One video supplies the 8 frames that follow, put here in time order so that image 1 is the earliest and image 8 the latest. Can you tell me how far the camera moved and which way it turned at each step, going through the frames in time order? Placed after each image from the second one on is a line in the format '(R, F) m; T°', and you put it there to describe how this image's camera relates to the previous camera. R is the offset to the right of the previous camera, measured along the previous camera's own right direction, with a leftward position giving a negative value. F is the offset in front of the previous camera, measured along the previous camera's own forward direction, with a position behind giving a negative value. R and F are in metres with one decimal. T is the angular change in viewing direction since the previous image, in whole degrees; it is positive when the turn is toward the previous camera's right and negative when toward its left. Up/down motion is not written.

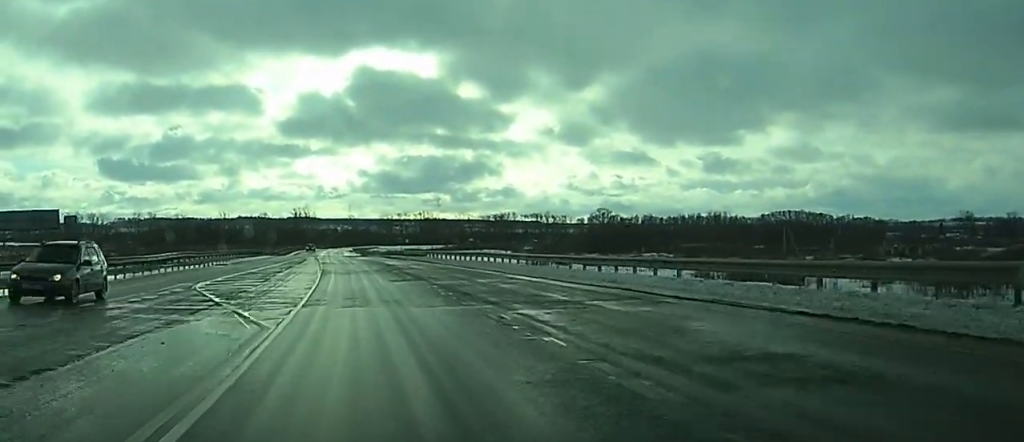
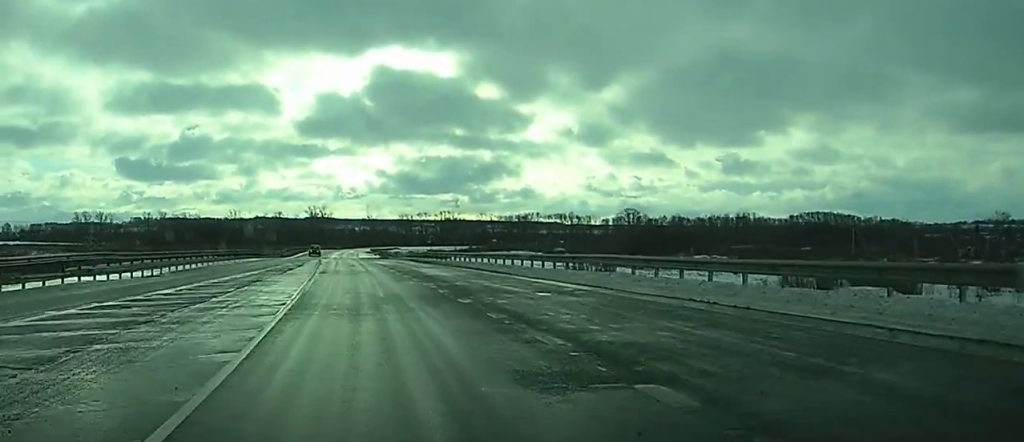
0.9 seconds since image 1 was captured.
(-0.1, +25.1) m; -1°
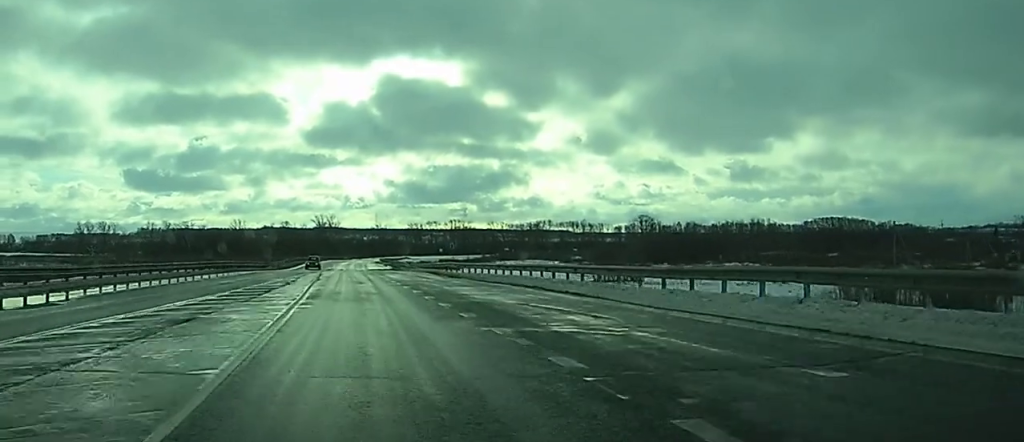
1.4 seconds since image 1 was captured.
(-0.1, +13.4) m; 0°
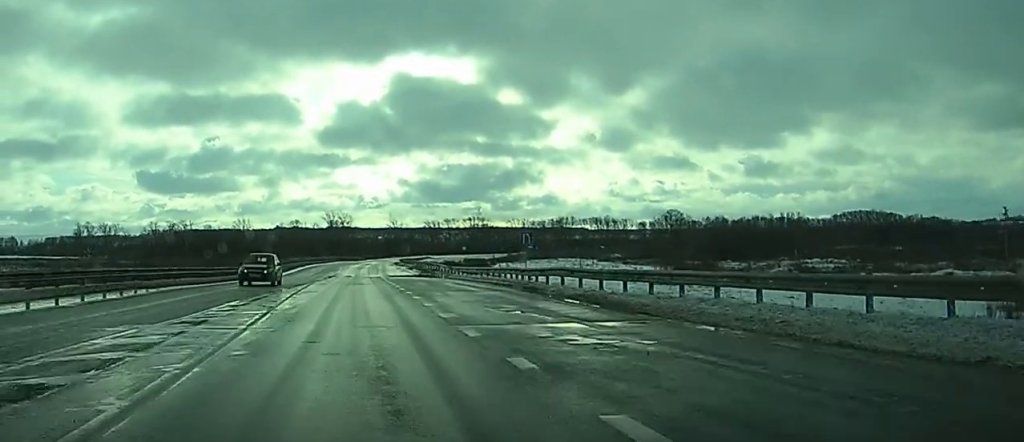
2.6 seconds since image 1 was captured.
(-0.2, +32.2) m; 0°
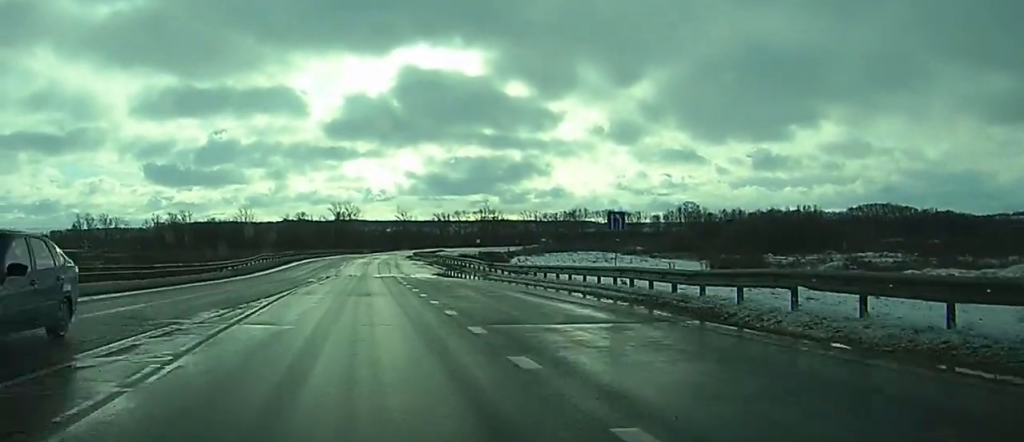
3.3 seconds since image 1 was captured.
(0.0, +16.9) m; 0°
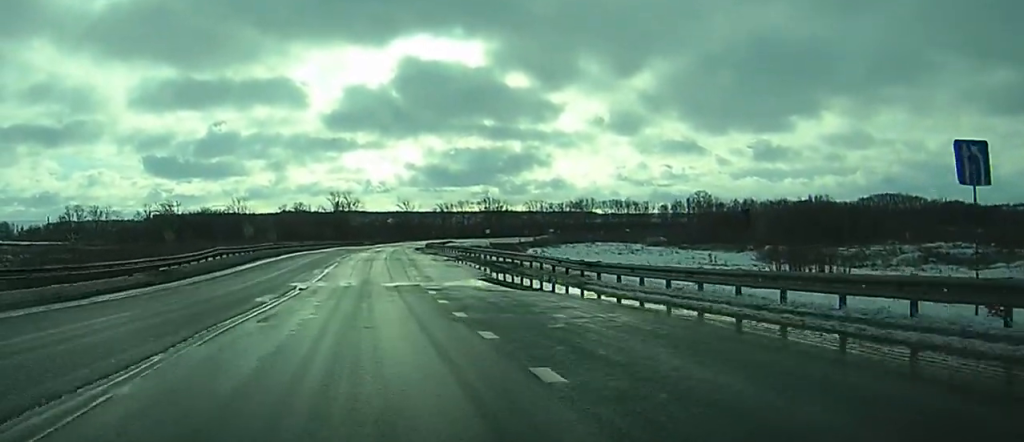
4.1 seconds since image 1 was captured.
(-0.1, +21.2) m; 0°
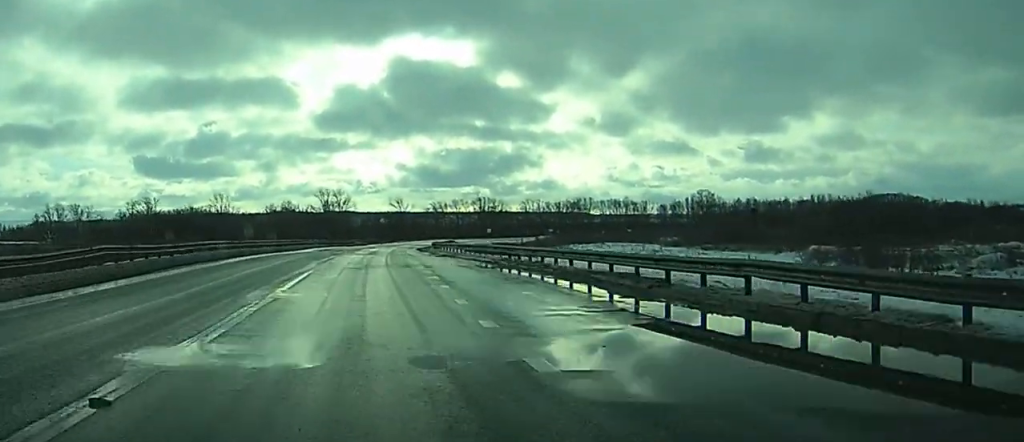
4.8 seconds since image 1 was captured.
(+0.1, +20.2) m; 0°
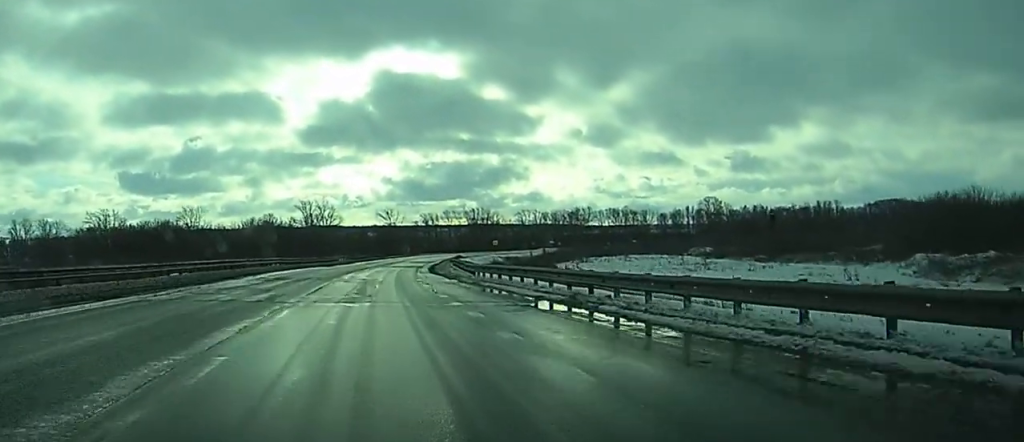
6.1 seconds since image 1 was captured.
(+0.3, +33.0) m; +2°
